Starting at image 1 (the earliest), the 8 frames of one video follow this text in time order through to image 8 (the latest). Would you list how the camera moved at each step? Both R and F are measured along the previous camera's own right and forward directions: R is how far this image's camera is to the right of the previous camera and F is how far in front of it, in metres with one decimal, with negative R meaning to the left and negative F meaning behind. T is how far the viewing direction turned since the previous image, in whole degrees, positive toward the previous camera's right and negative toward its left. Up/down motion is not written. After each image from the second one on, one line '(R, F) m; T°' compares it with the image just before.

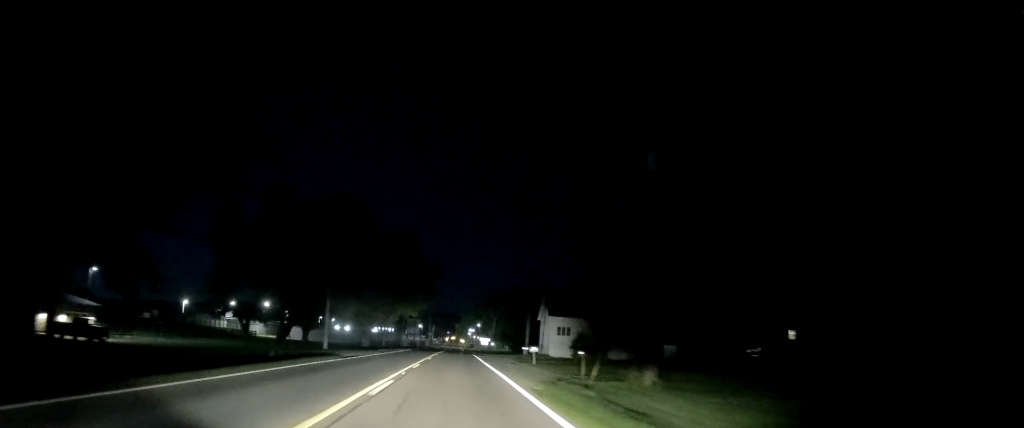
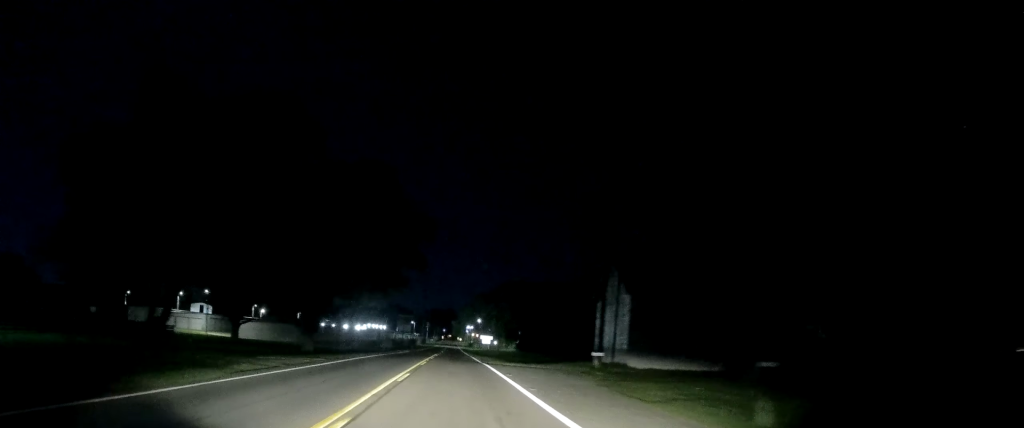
(-0.2, +32.4) m; -1°
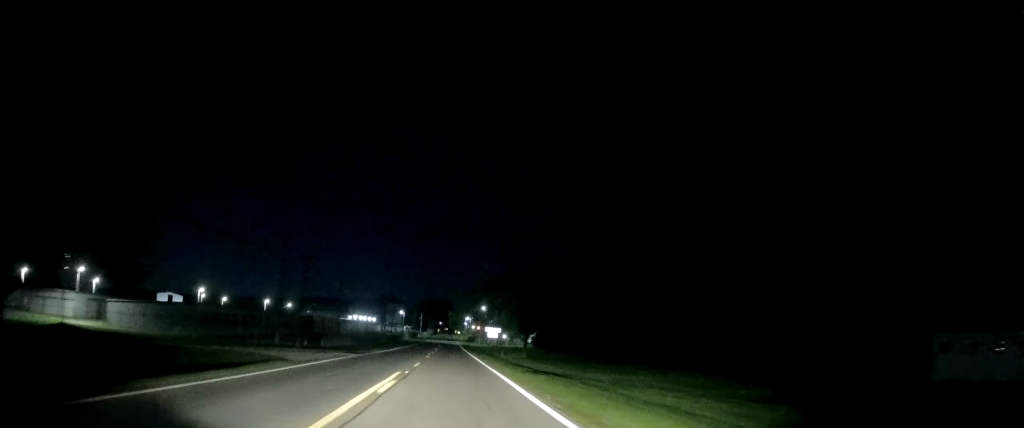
(+0.2, +41.5) m; +1°
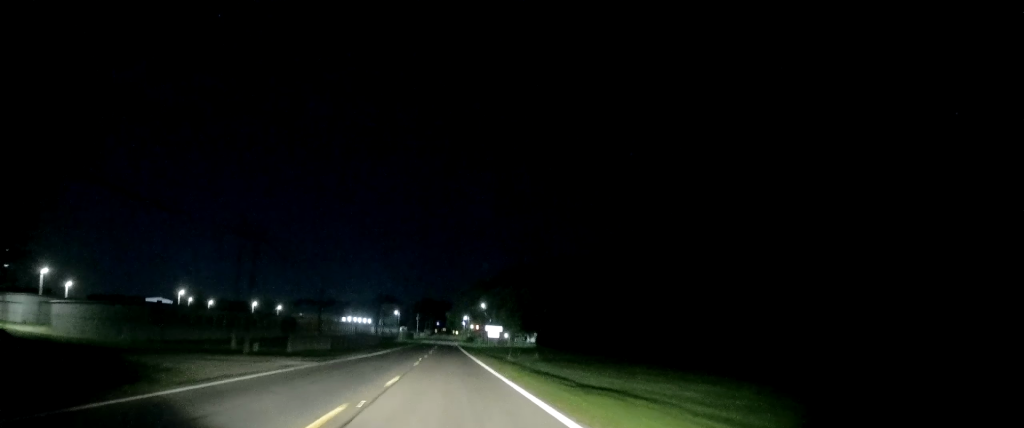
(0.0, +10.3) m; 0°
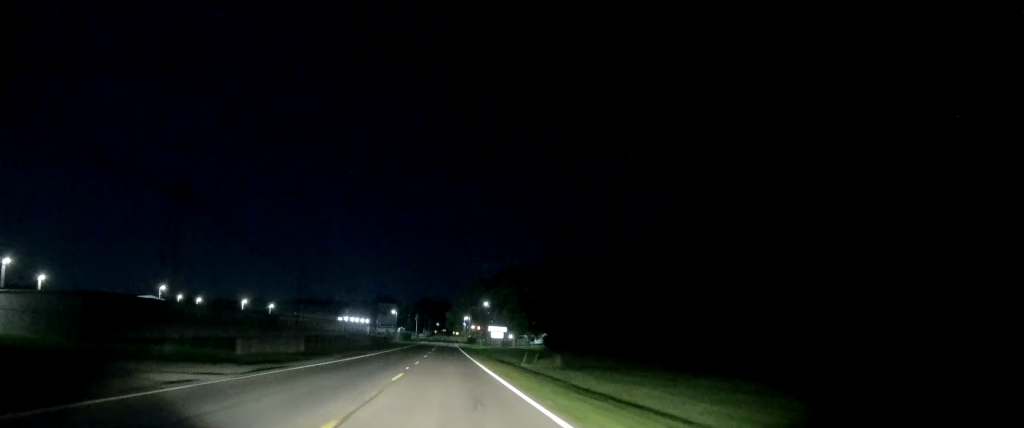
(0.0, +10.3) m; 0°
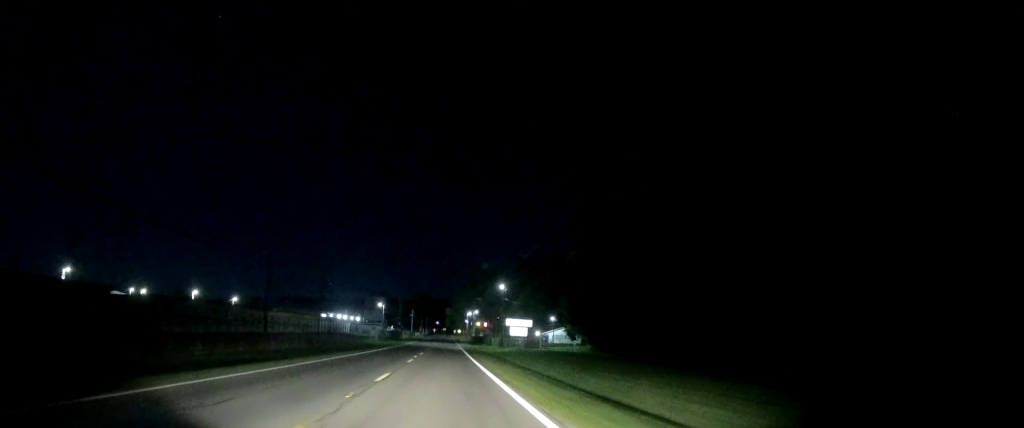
(+0.1, +39.0) m; 0°
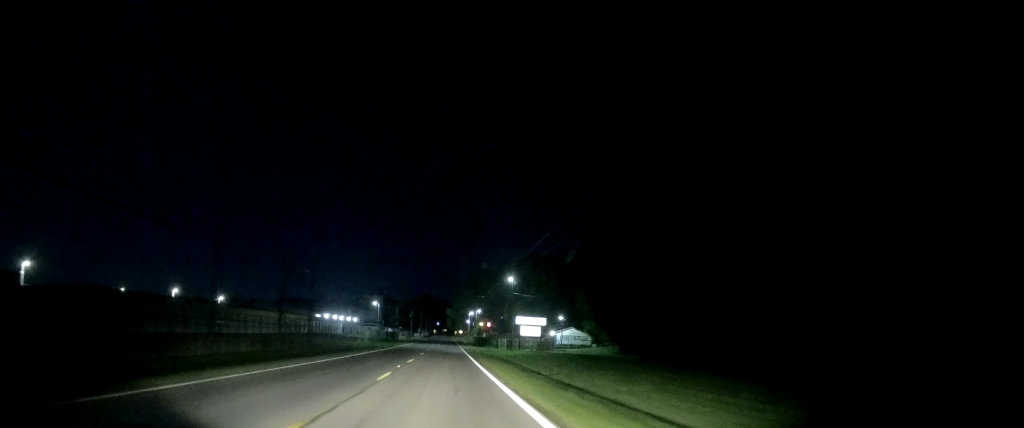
(+0.1, +12.0) m; 0°
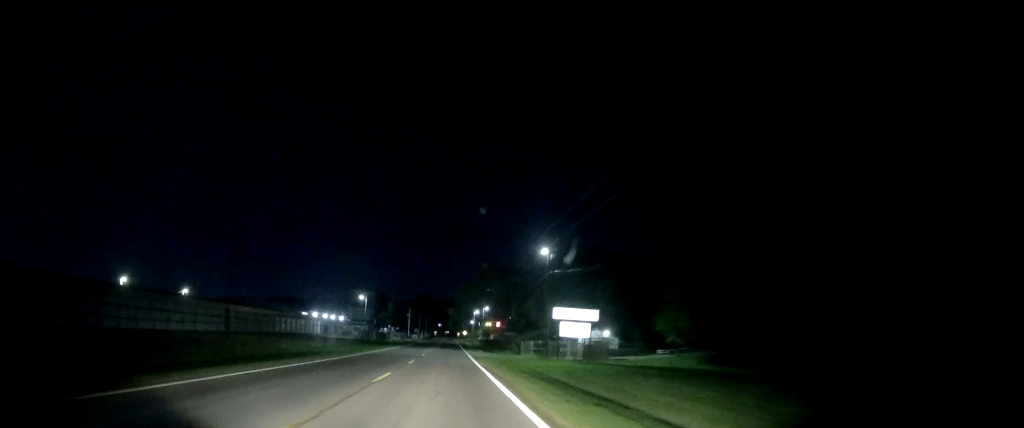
(-0.1, +25.4) m; -1°
